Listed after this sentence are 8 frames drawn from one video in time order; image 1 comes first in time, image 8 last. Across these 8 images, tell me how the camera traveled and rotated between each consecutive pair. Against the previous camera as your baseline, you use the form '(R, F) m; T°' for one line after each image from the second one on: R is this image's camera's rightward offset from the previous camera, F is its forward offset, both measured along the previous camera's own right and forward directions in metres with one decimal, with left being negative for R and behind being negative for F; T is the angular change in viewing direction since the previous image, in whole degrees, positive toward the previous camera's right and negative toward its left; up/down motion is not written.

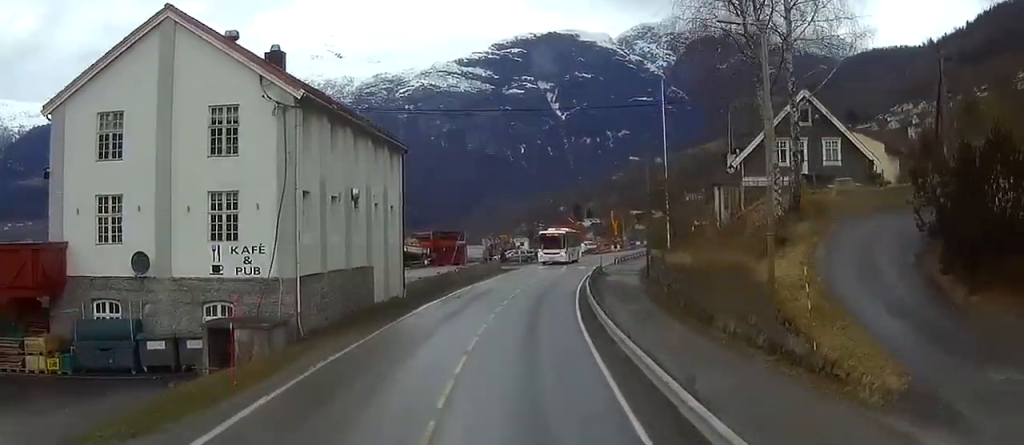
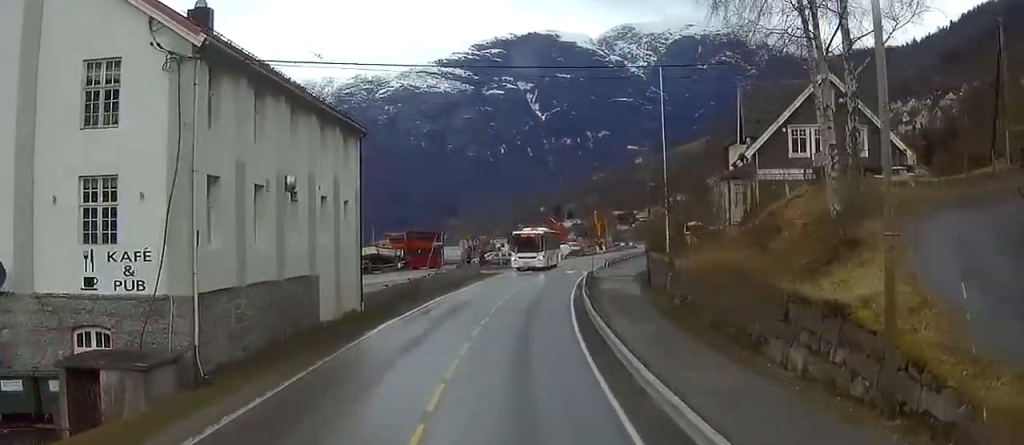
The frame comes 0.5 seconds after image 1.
(+0.1, +8.0) m; +1°
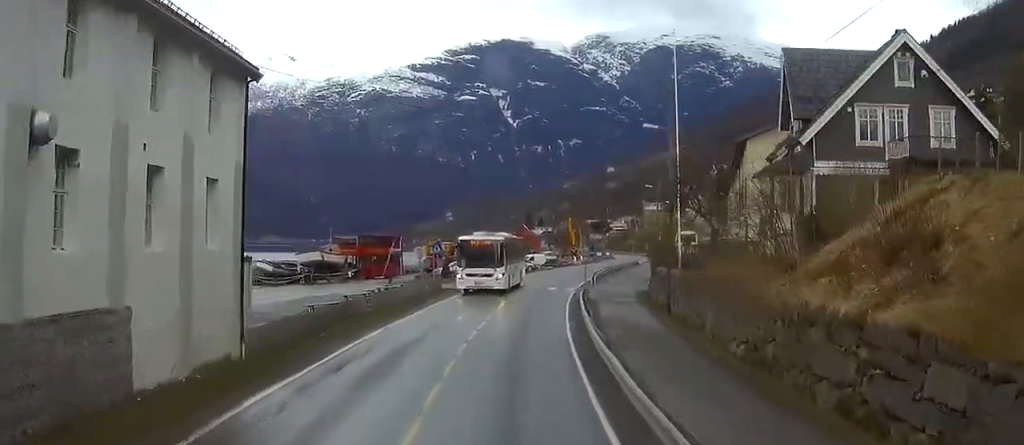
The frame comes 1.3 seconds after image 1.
(+0.1, +14.2) m; +2°
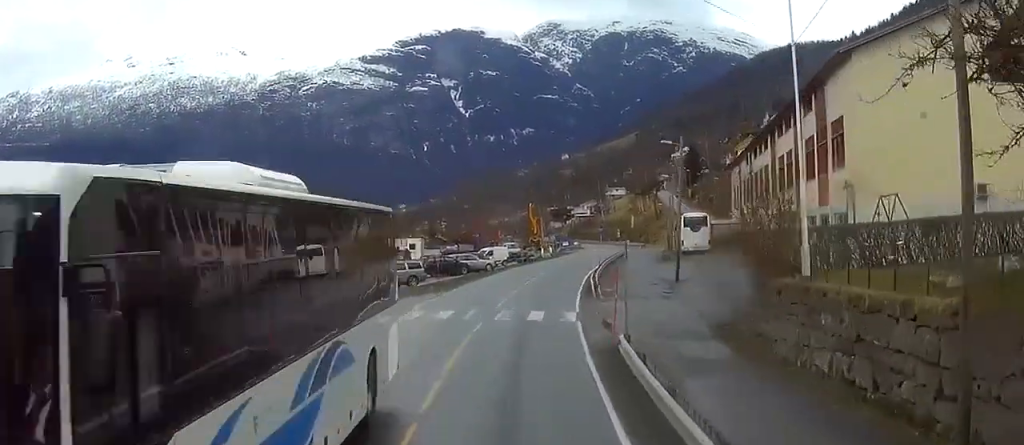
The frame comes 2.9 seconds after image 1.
(+1.5, +27.0) m; +7°
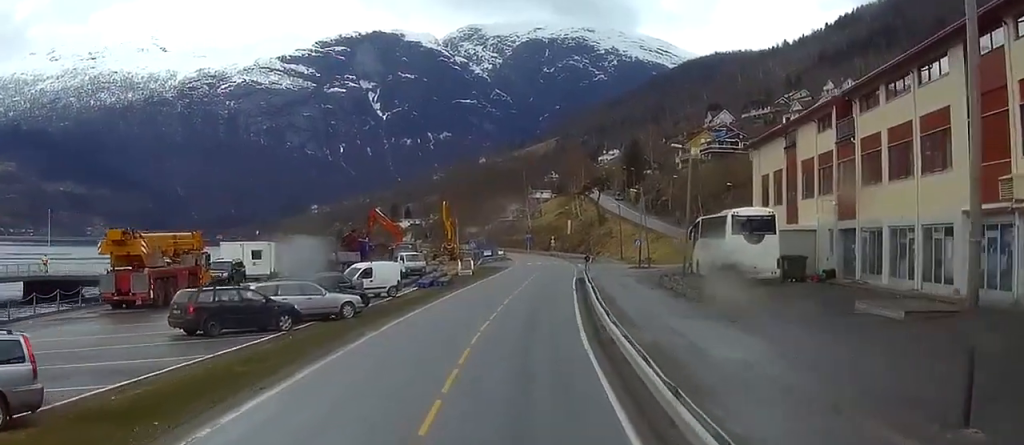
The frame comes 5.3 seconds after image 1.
(+1.2, +39.3) m; +3°
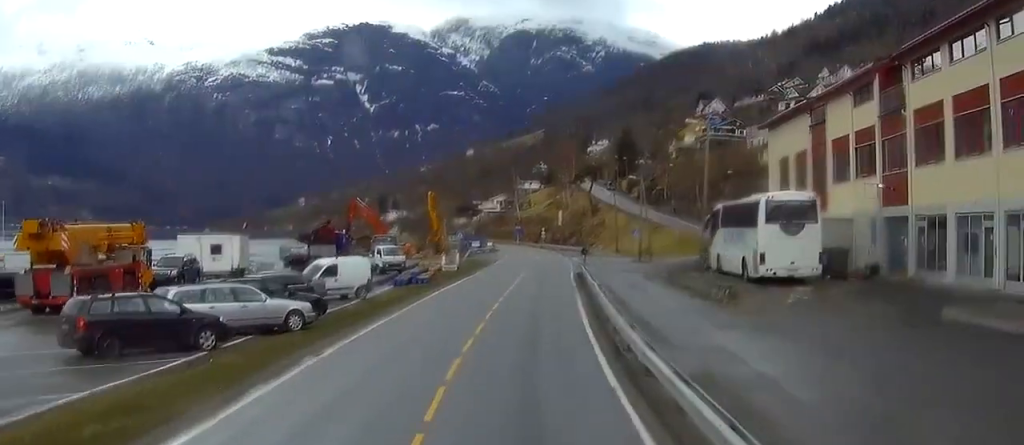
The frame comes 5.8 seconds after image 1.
(+0.1, +7.6) m; 0°
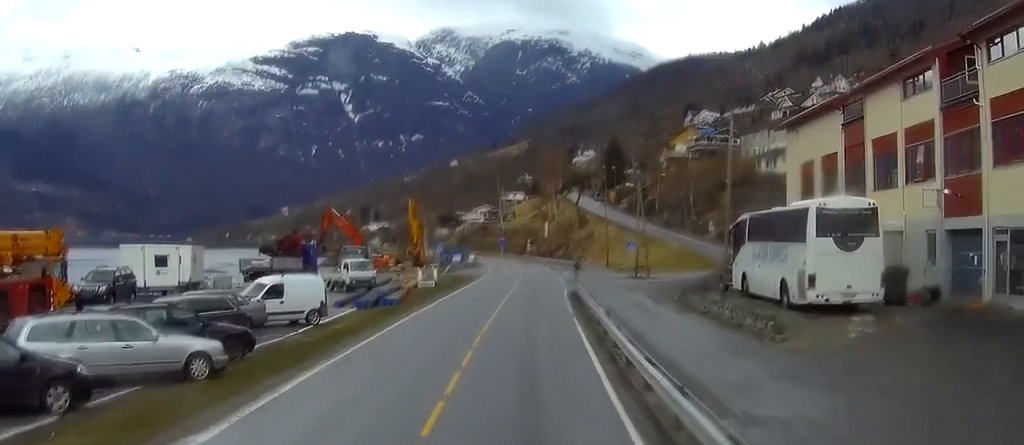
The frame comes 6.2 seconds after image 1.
(0.0, +7.9) m; 0°
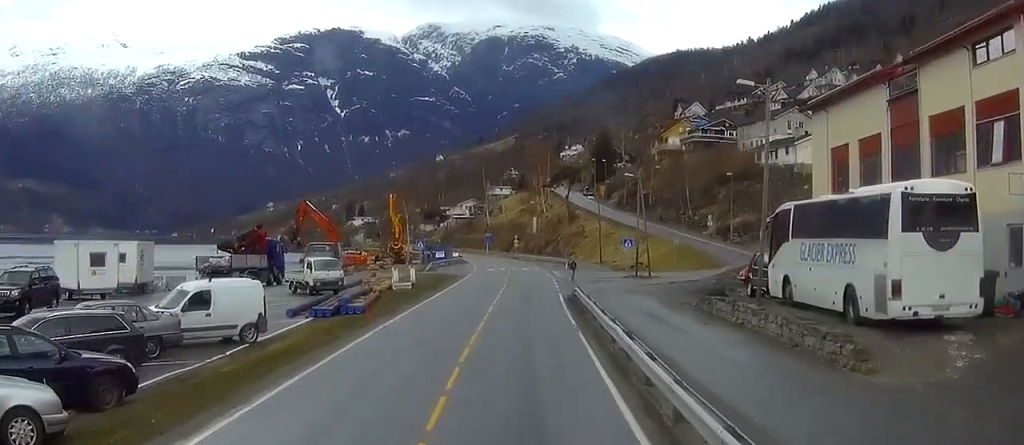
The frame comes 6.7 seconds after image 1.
(-0.1, +7.6) m; 0°
